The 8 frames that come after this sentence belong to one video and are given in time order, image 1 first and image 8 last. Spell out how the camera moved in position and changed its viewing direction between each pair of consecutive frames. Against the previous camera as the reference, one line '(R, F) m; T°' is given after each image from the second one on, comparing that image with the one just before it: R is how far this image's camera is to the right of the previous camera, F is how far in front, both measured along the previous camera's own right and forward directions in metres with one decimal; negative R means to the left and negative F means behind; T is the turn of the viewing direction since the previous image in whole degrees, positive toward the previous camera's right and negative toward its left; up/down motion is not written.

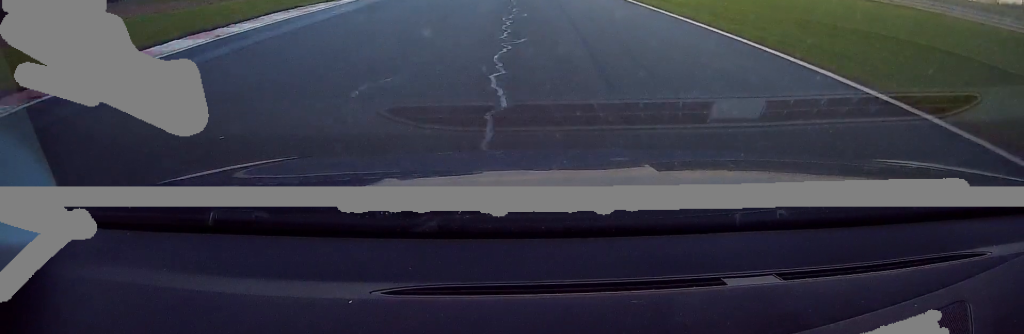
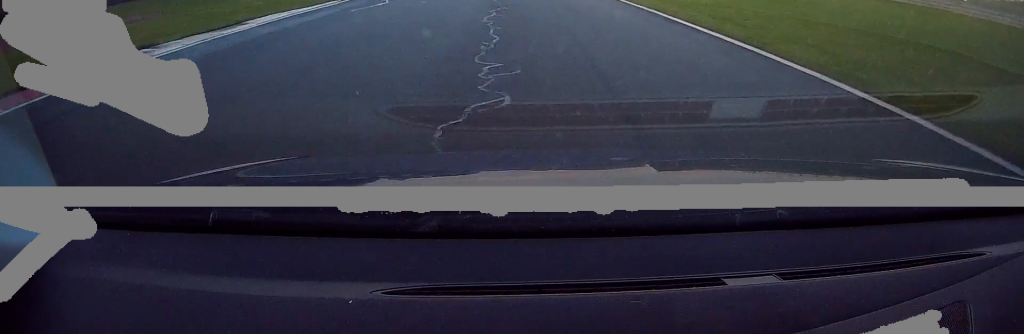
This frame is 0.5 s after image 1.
(0.0, +9.8) m; 0°
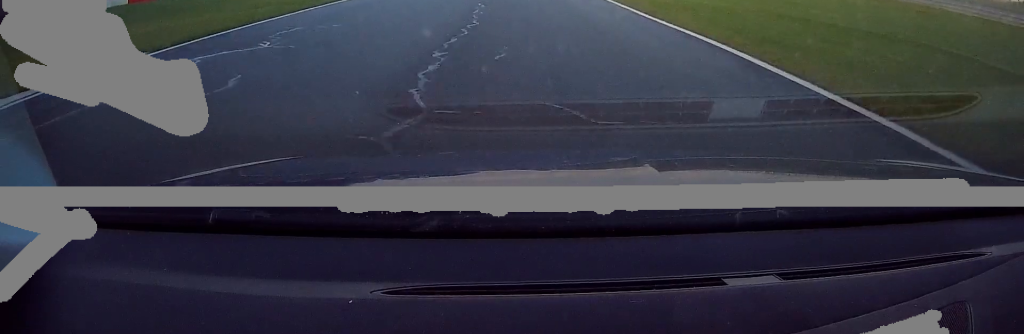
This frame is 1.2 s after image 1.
(0.0, +14.7) m; 0°
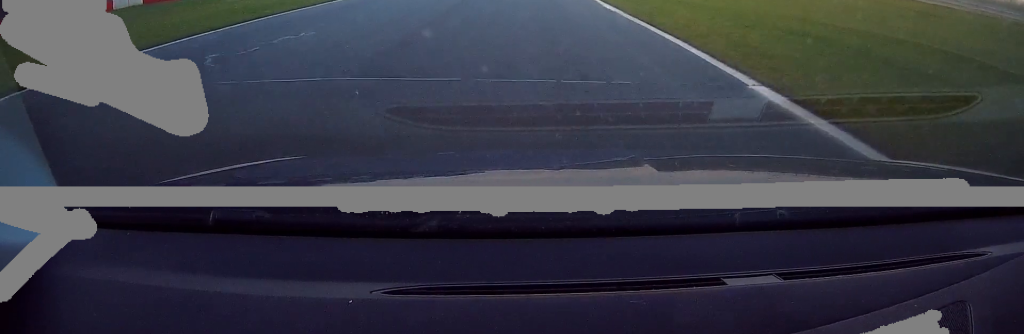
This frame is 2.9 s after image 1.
(+0.5, +32.5) m; 0°
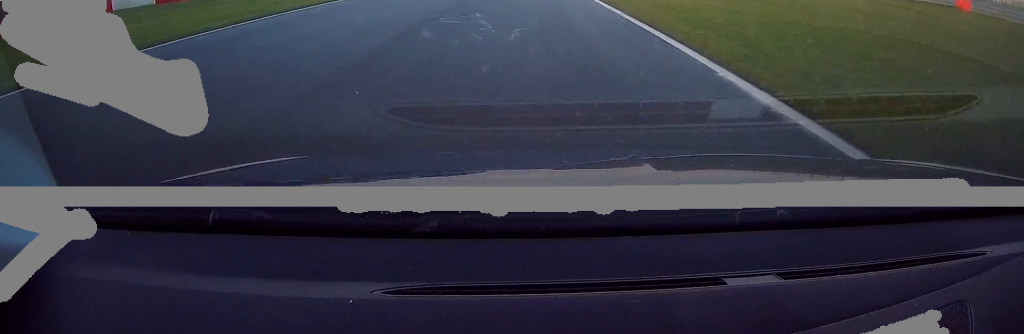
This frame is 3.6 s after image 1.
(-0.4, +14.0) m; -1°
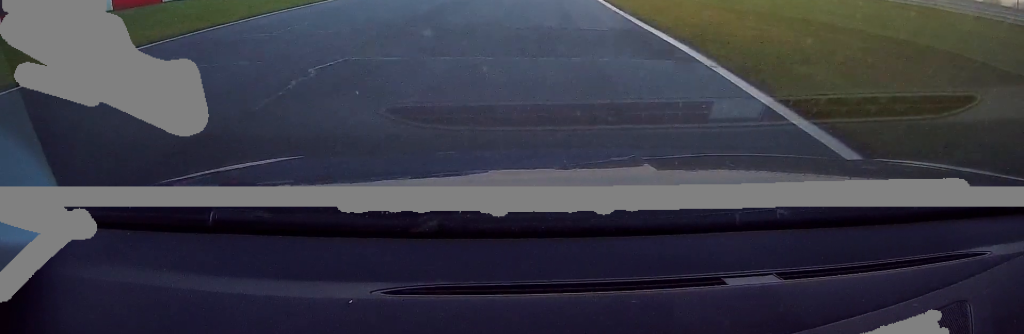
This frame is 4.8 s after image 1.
(0.0, +23.1) m; 0°
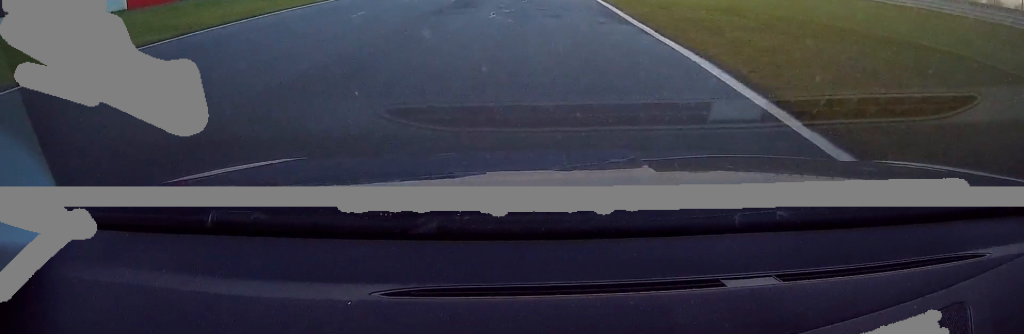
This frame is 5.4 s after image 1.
(+0.1, +13.2) m; 0°
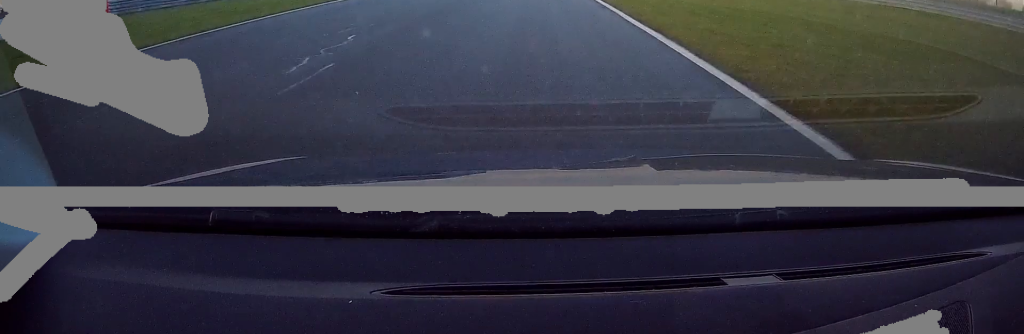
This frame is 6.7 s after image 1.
(-0.5, +25.6) m; -1°
